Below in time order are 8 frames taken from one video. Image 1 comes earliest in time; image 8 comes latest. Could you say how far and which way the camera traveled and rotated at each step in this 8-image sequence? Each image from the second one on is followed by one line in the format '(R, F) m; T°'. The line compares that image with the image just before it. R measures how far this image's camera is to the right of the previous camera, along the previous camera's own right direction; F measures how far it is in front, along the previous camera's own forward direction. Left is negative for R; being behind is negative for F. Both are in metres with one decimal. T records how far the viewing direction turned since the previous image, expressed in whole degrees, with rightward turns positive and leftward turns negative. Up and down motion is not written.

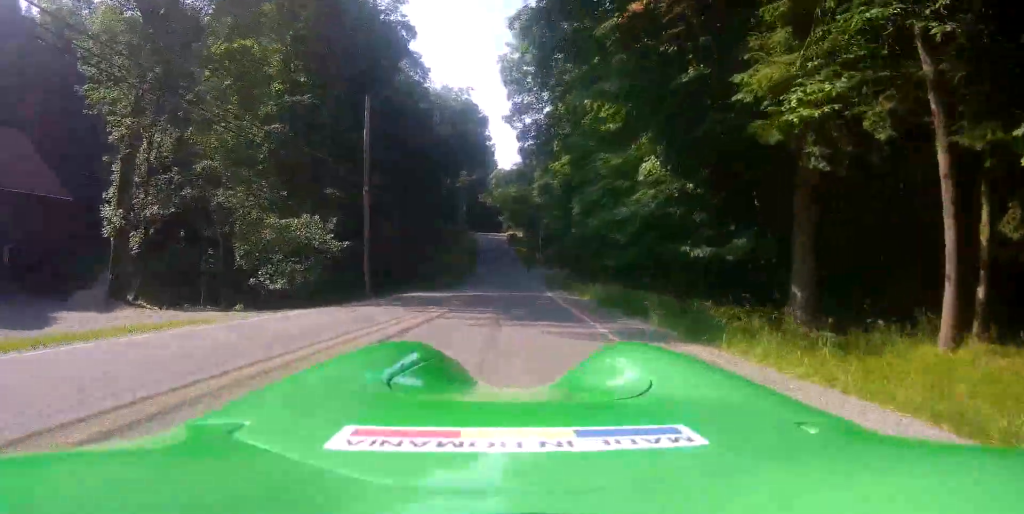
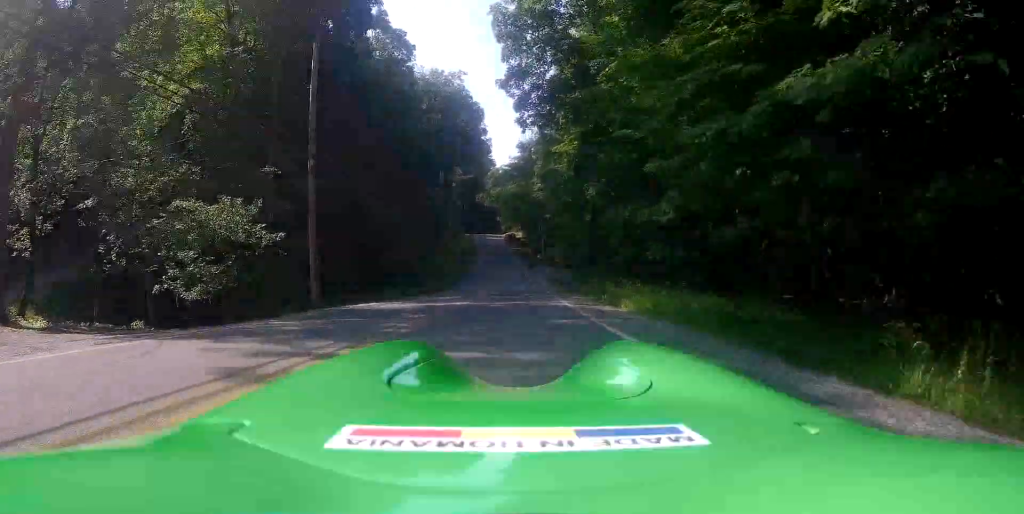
(+0.1, +9.0) m; 0°
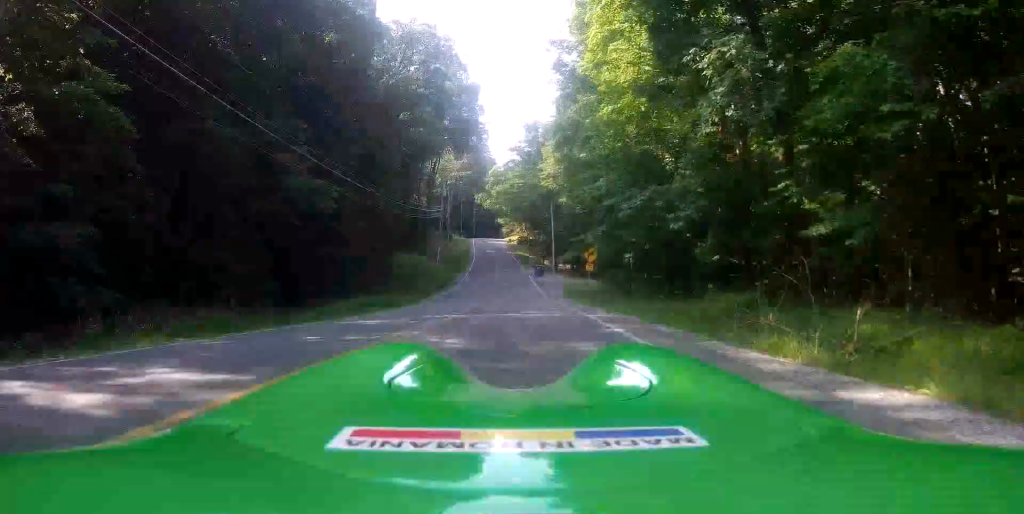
(-0.5, +20.7) m; -2°
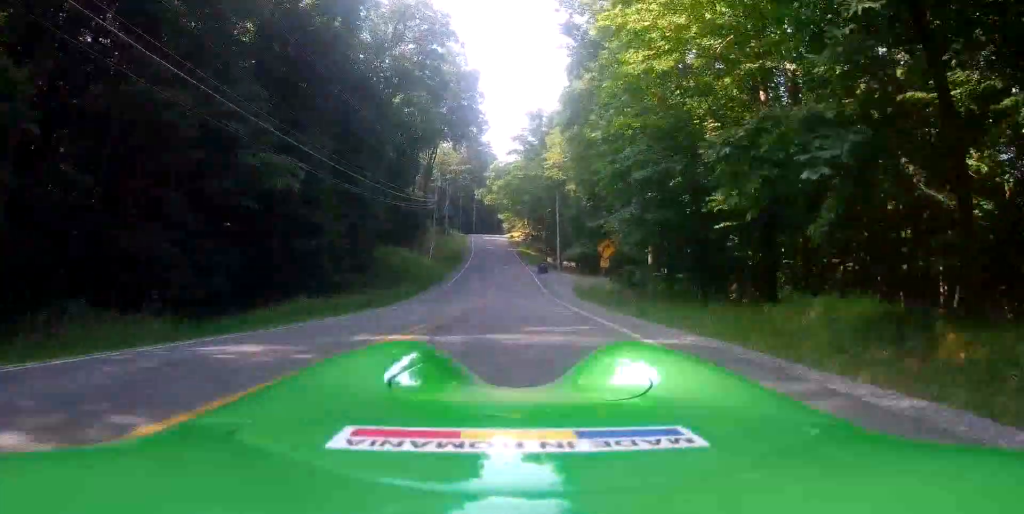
(0.0, +6.6) m; 0°
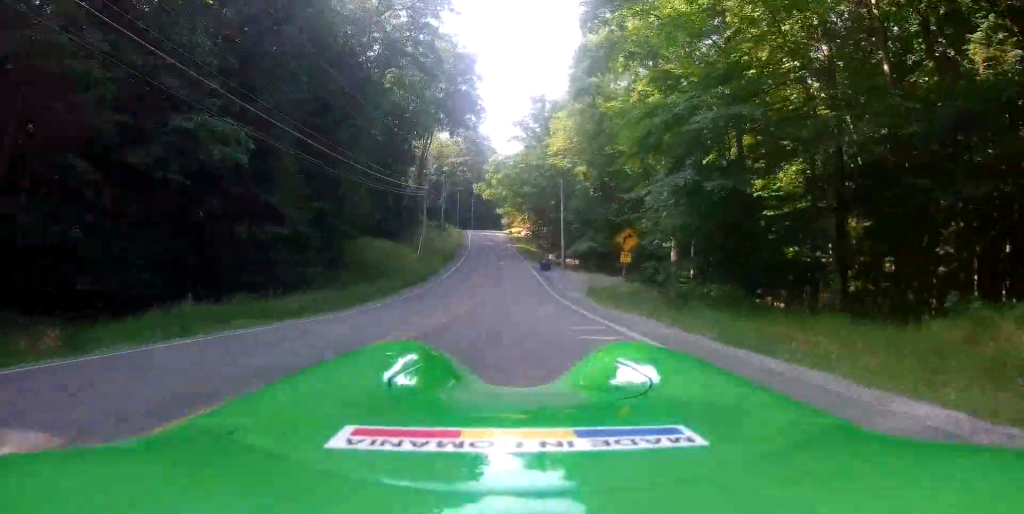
(0.0, +6.3) m; 0°
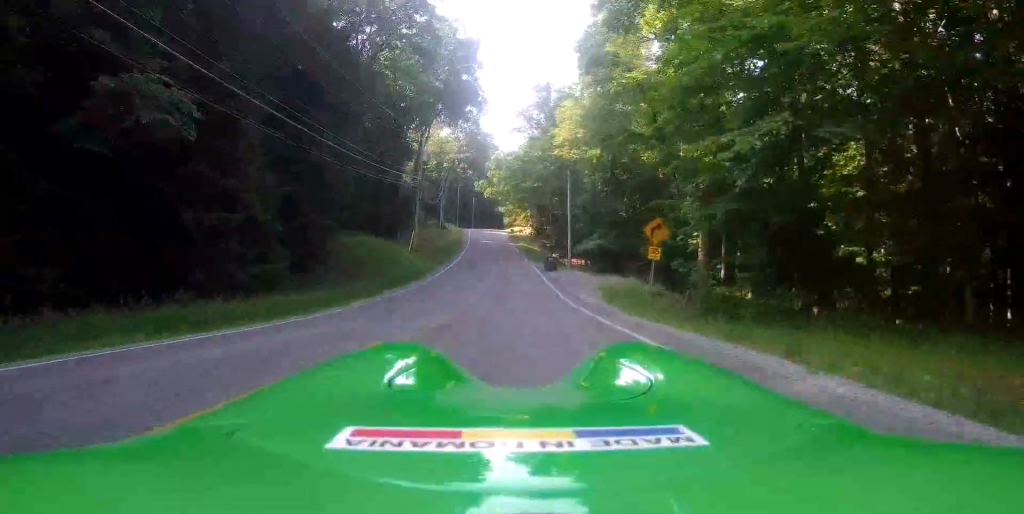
(0.0, +5.0) m; +1°
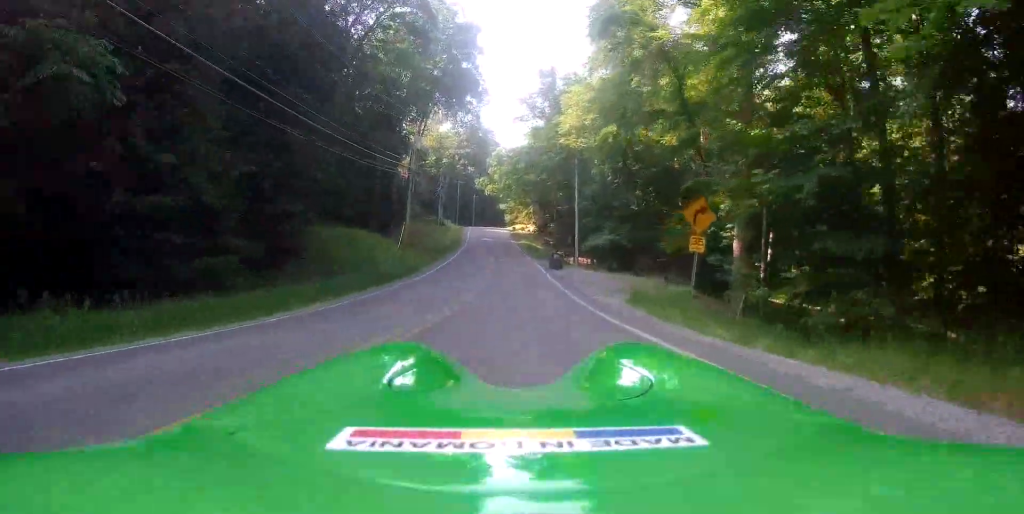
(0.0, +5.1) m; +1°
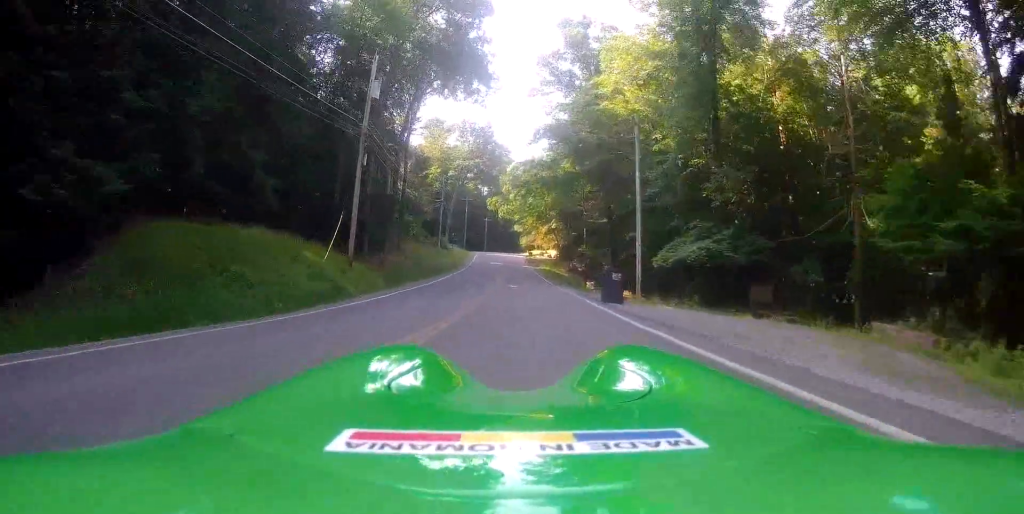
(+0.3, +18.3) m; -1°
